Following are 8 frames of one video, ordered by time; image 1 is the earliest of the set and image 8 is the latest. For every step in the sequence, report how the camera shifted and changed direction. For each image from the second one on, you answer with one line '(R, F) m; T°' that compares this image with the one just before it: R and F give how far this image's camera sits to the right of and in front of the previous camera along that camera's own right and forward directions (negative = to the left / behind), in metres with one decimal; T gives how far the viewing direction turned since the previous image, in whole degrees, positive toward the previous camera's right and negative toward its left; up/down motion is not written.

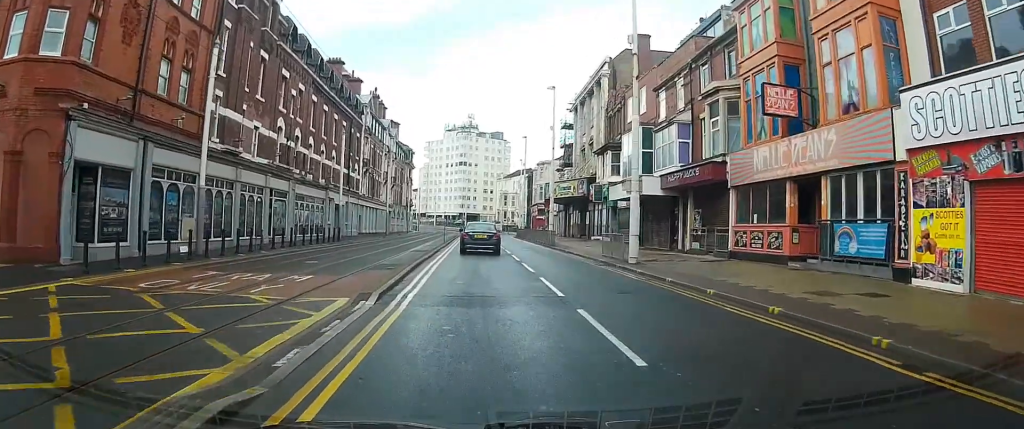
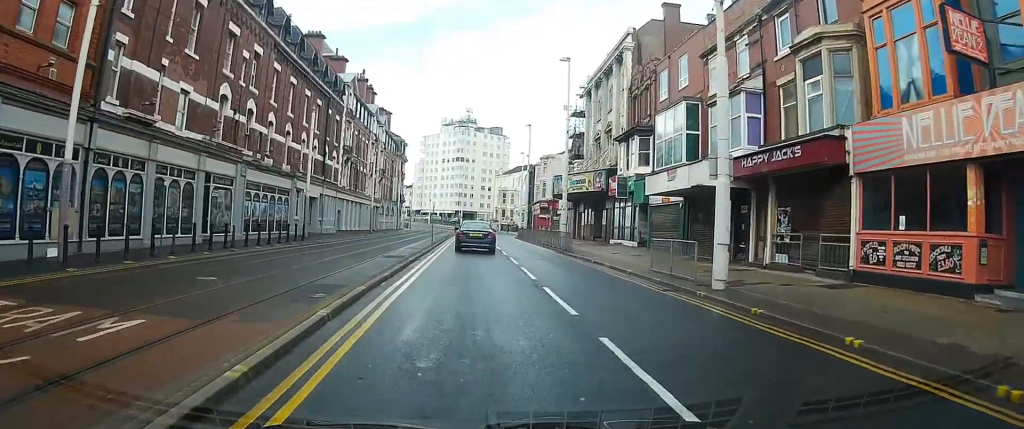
(+0.1, +8.5) m; 0°
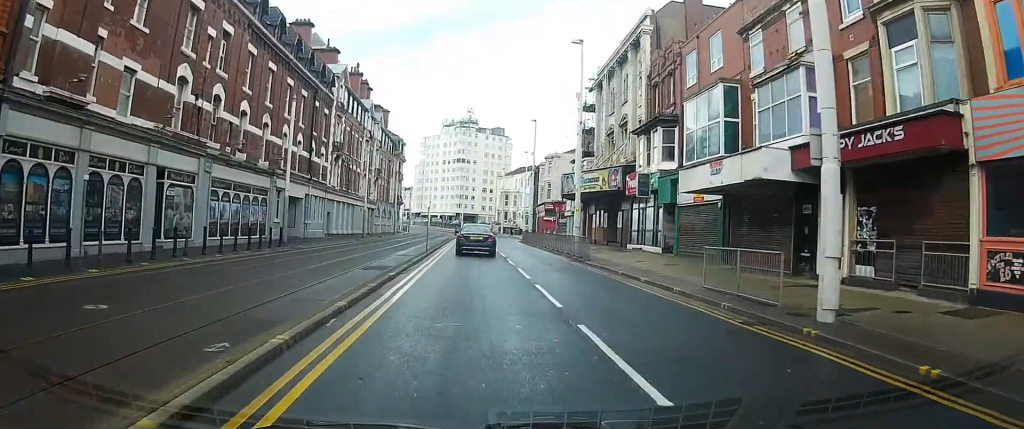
(-0.1, +4.6) m; -1°
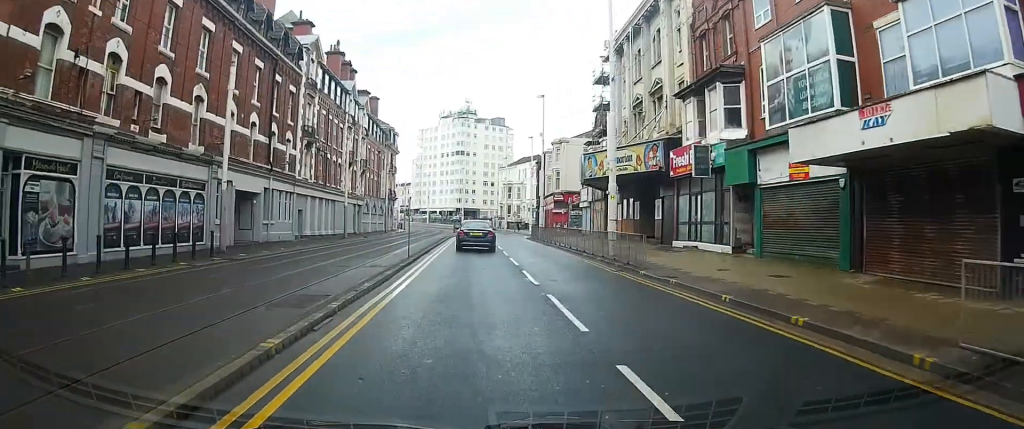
(-0.1, +8.9) m; -2°
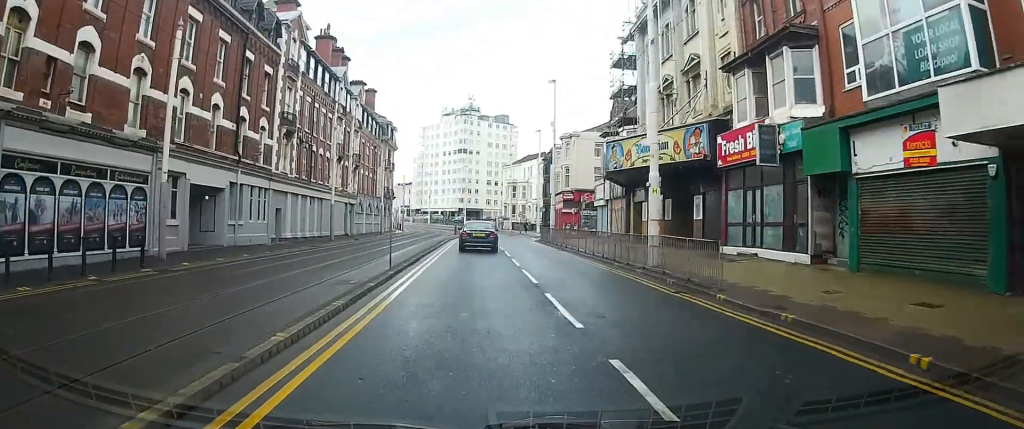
(0.0, +5.8) m; -1°
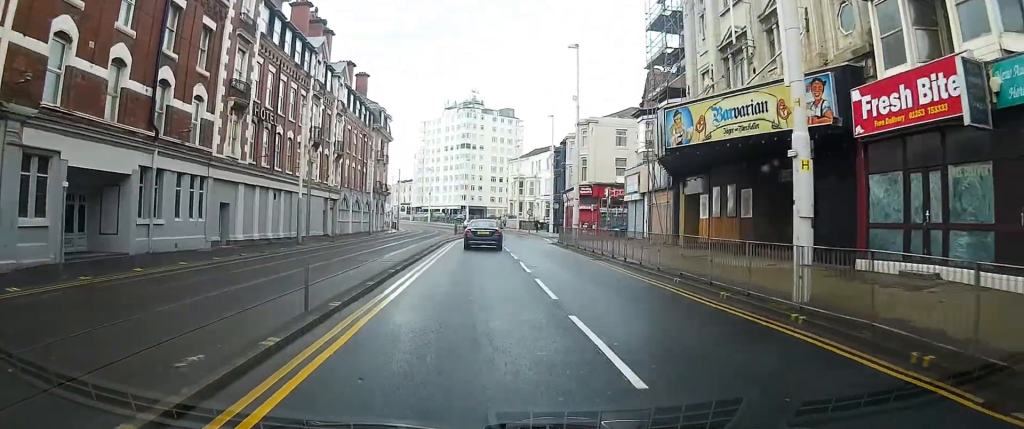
(-0.2, +9.5) m; 0°
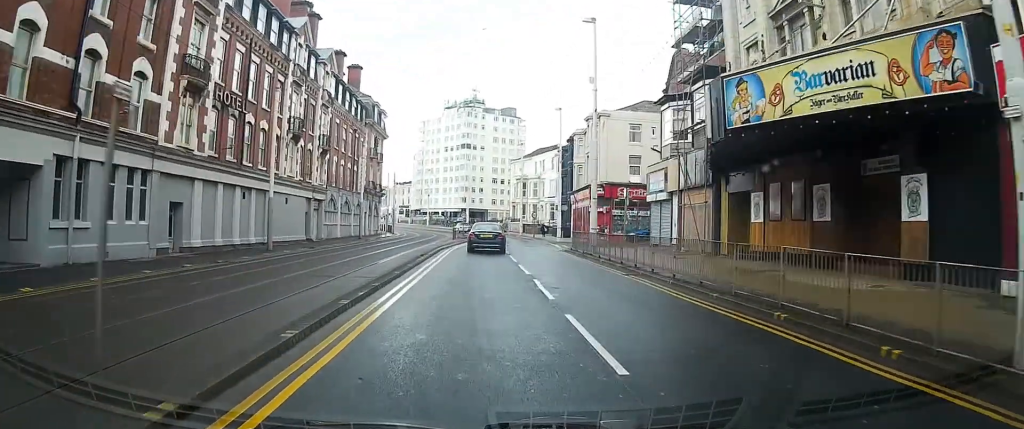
(0.0, +5.5) m; 0°
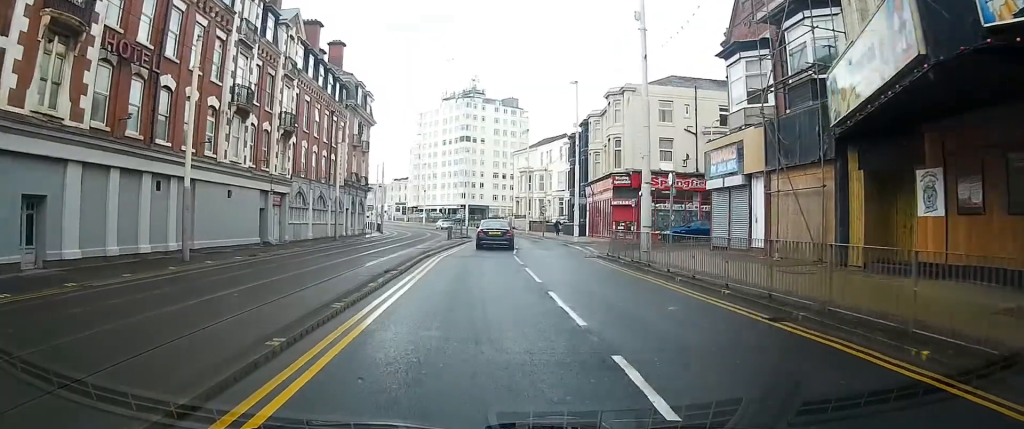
(+0.2, +9.7) m; +2°
